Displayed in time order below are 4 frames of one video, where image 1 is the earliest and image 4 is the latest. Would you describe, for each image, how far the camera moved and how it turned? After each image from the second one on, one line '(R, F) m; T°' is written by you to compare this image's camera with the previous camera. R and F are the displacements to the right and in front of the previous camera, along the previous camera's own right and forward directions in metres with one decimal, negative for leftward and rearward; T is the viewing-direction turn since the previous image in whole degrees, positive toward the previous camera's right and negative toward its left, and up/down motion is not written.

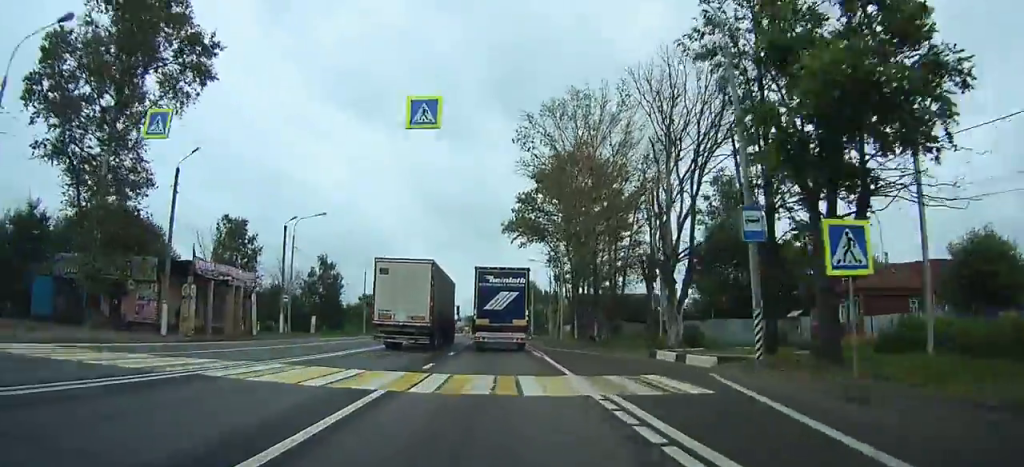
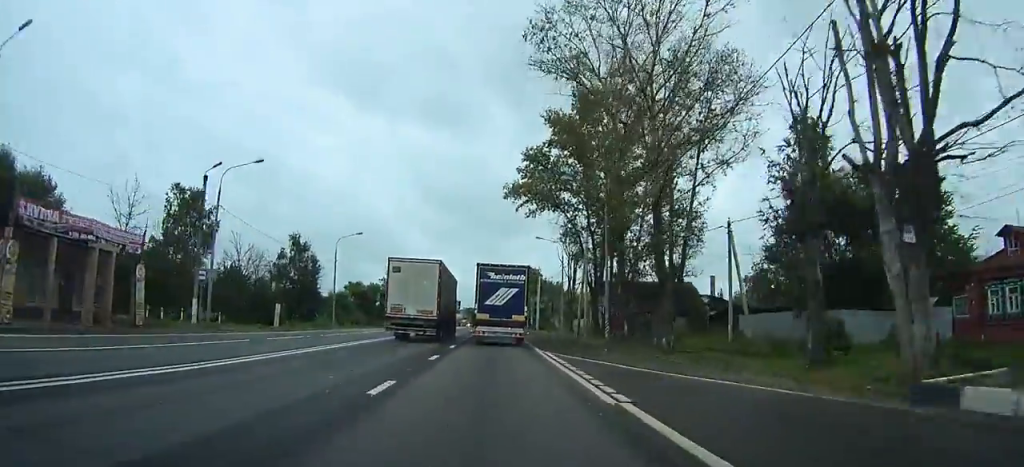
(0.0, +14.7) m; 0°
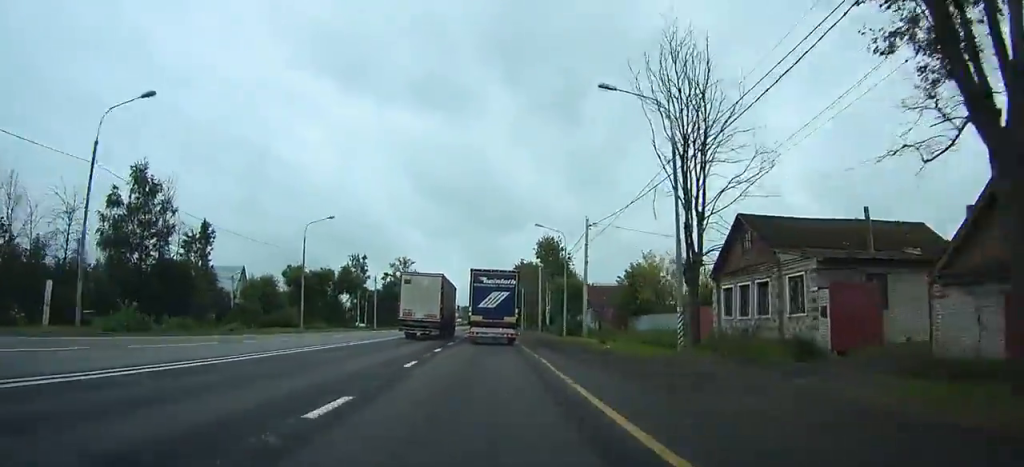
(+0.2, +41.0) m; +1°
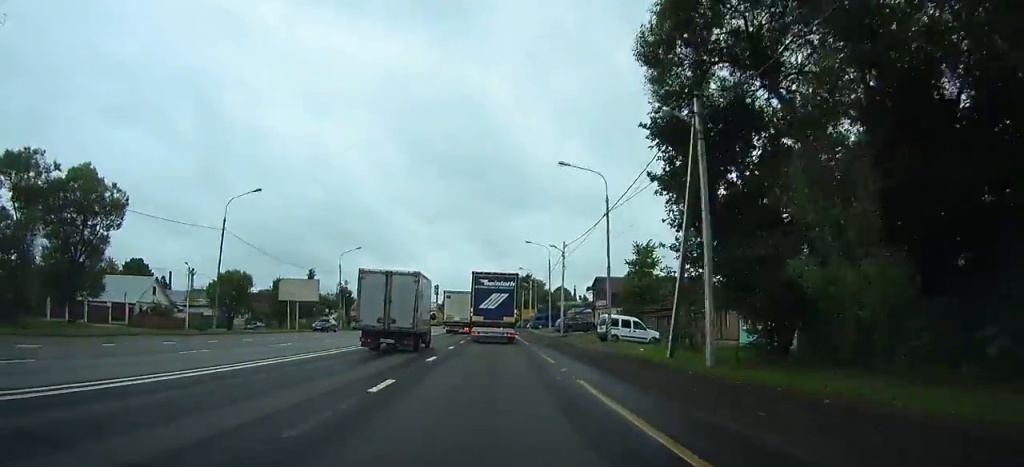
(-1.7, +160.7) m; -1°
